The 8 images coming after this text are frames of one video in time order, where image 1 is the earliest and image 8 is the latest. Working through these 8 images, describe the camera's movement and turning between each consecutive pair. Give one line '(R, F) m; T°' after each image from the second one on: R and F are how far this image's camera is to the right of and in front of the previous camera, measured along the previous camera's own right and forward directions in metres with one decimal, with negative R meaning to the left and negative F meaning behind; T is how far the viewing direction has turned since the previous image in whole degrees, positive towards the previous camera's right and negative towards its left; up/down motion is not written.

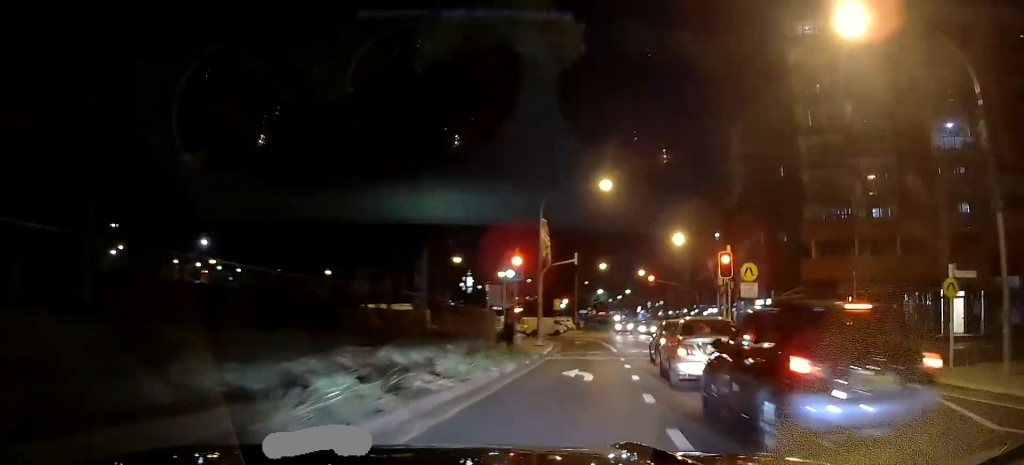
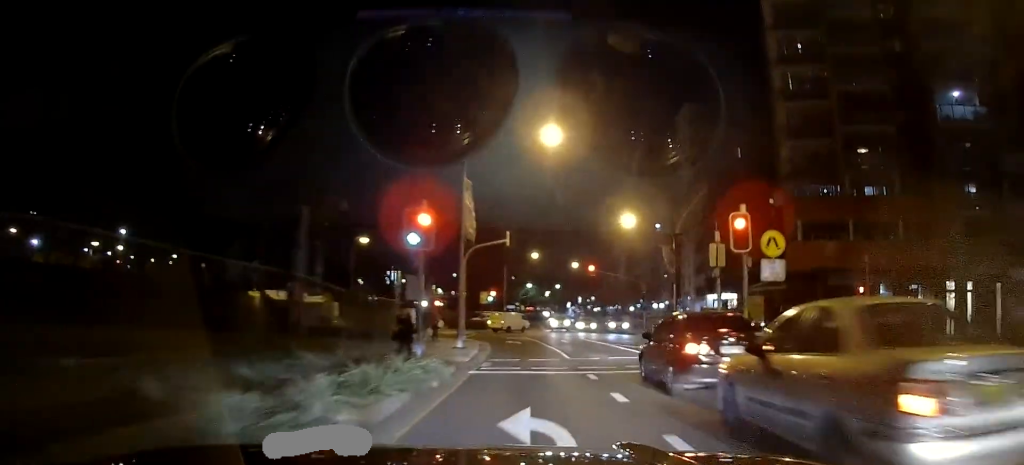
(+0.6, +9.0) m; +7°
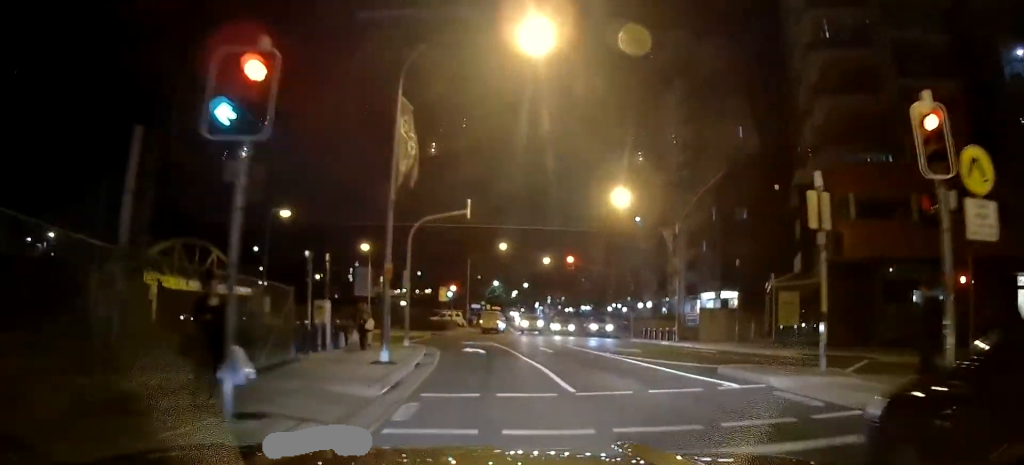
(+0.6, +9.6) m; +4°
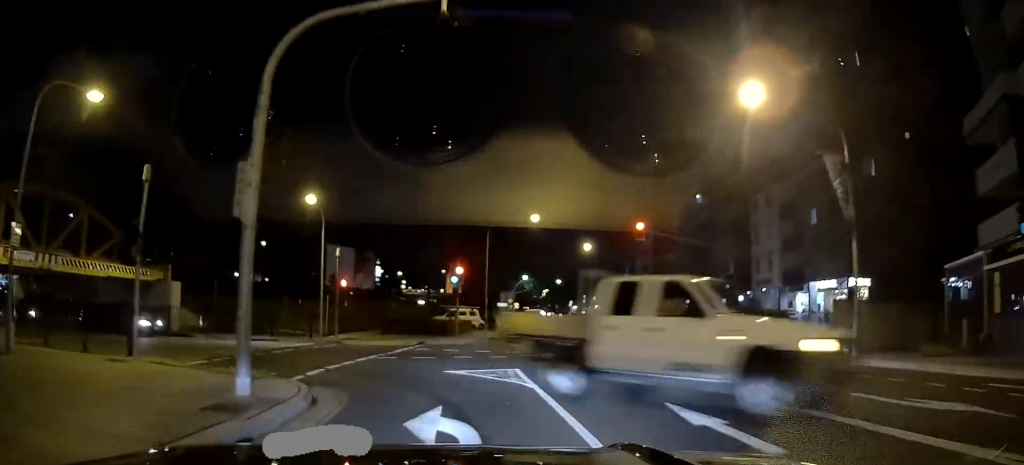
(+0.2, +19.0) m; -1°
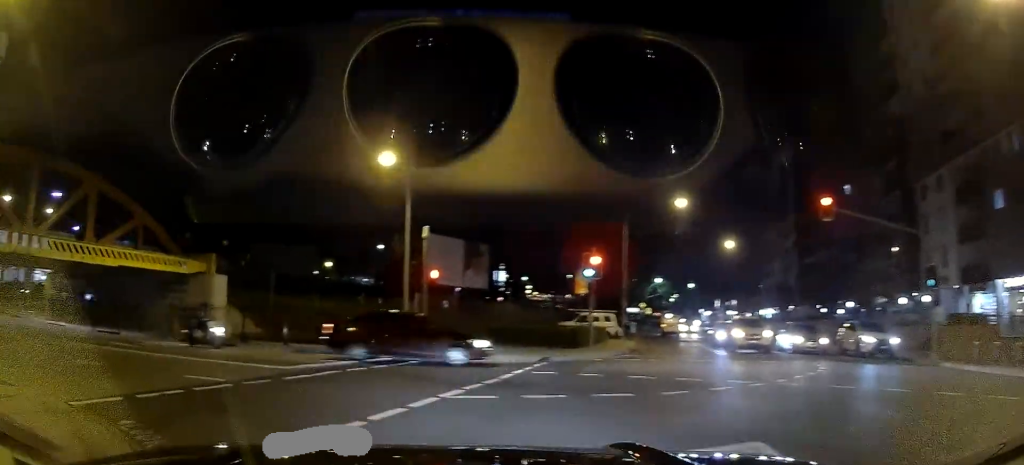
(-0.5, +10.0) m; -16°
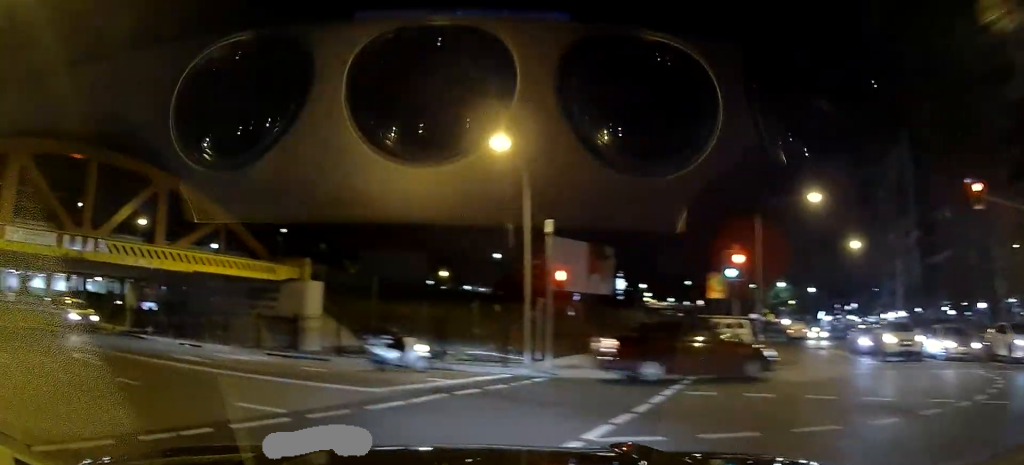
(-0.7, +3.0) m; -10°
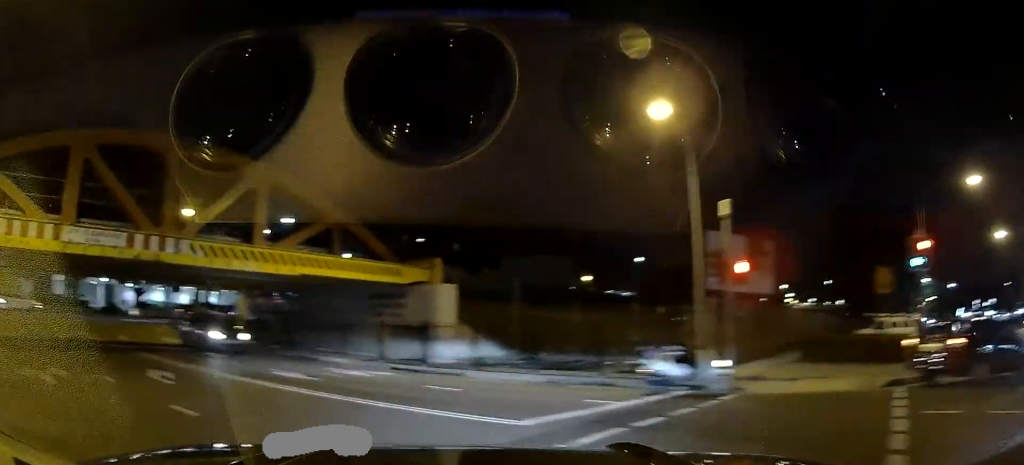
(-0.2, +2.9) m; -11°
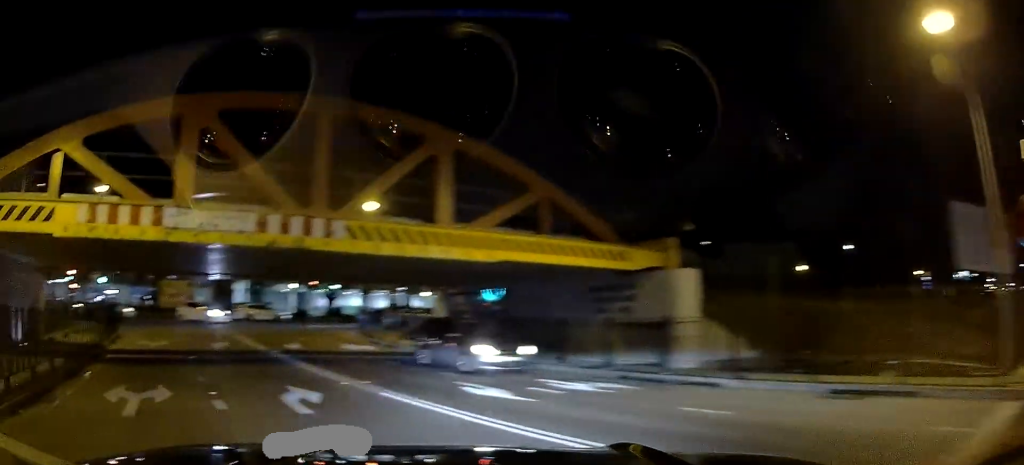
(+0.4, +3.5) m; -15°
